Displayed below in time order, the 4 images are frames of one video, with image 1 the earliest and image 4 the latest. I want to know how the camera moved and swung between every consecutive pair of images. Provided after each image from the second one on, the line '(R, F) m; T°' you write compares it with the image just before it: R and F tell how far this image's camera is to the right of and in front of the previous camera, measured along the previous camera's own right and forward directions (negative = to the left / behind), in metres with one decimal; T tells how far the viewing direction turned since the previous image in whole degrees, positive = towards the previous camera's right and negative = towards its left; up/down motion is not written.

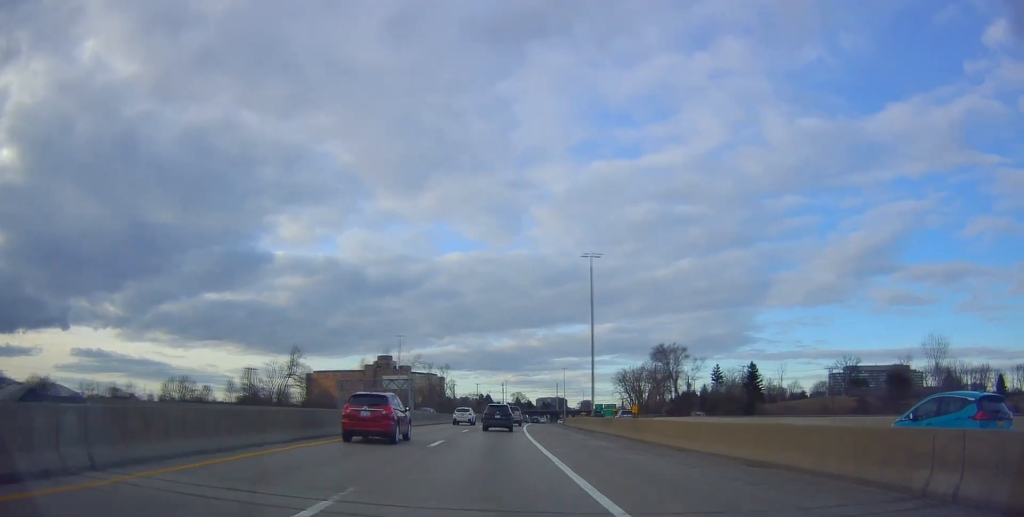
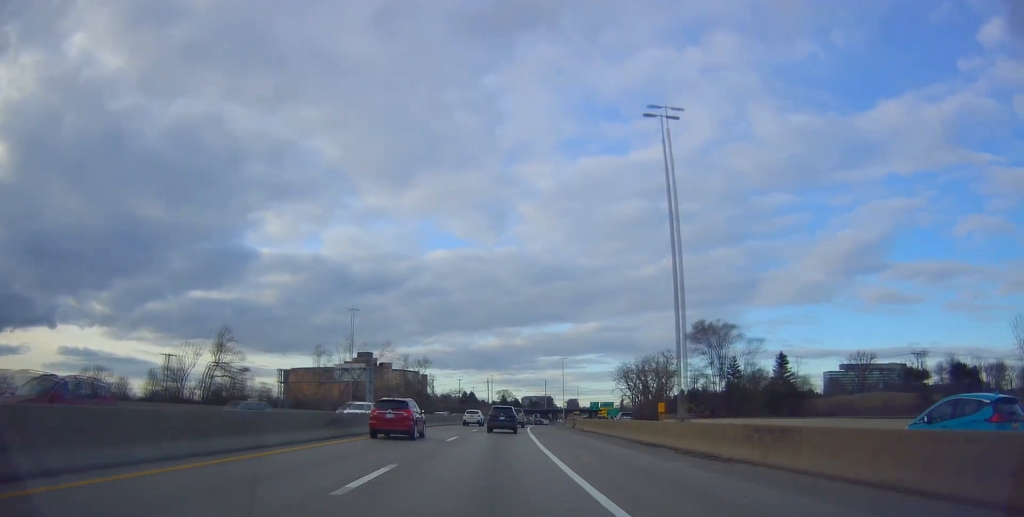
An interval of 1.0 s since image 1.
(+1.6, +26.0) m; +2°
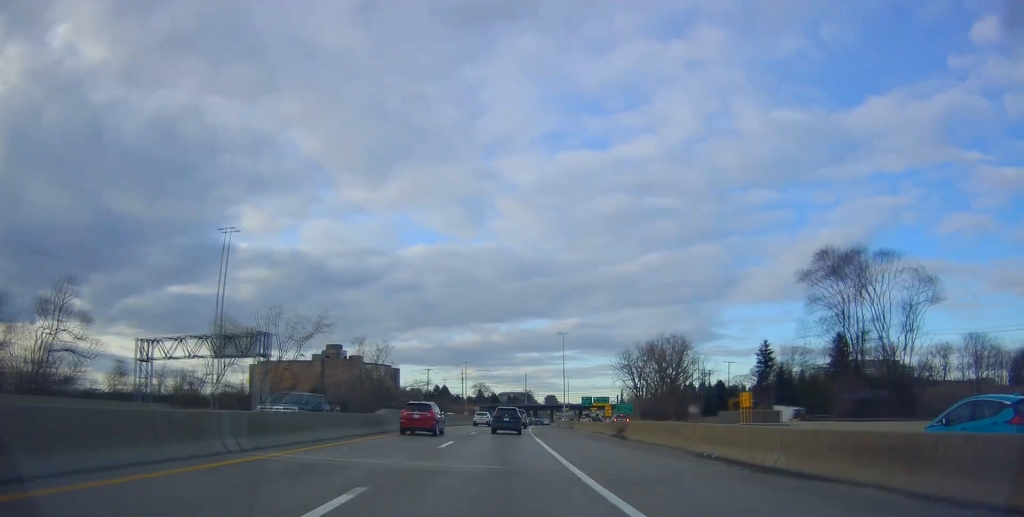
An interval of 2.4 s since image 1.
(-0.4, +35.1) m; +2°
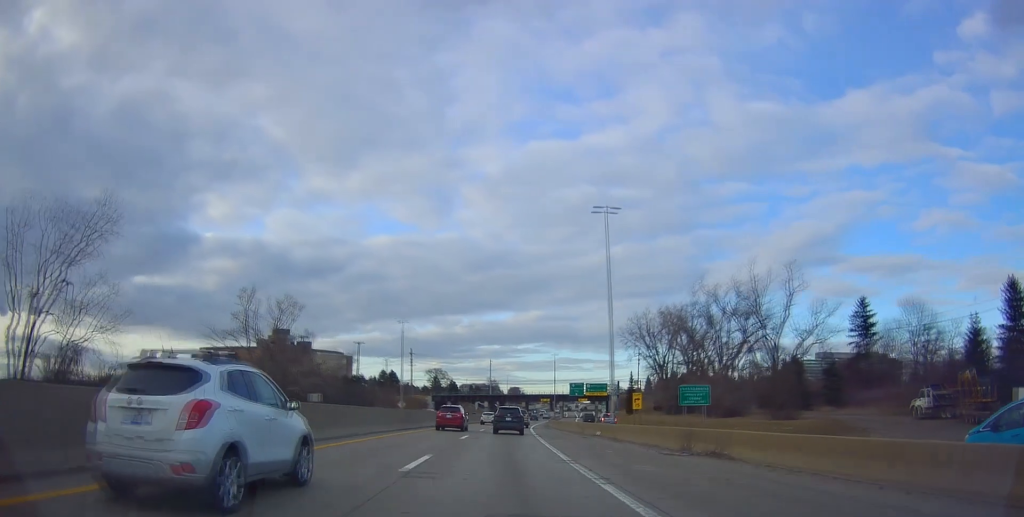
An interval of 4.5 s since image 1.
(+2.4, +54.4) m; +4°
